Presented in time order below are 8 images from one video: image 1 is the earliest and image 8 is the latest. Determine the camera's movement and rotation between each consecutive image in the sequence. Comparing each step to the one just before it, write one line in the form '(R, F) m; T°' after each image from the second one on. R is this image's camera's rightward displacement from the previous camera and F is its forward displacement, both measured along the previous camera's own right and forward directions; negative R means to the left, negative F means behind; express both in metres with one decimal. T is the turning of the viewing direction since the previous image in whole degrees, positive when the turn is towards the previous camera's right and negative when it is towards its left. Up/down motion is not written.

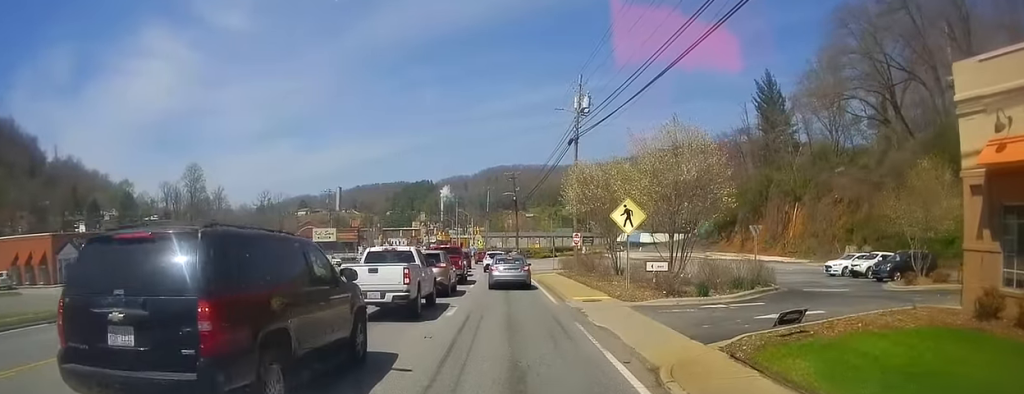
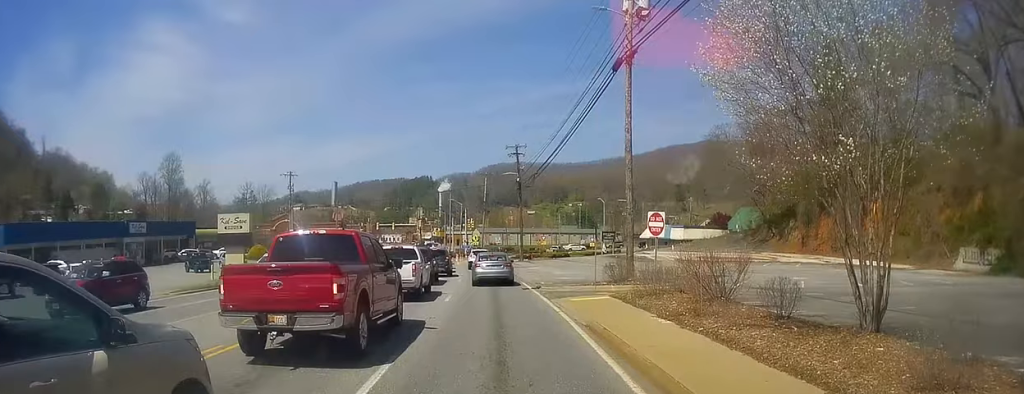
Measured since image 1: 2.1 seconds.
(-0.4, +21.2) m; -6°
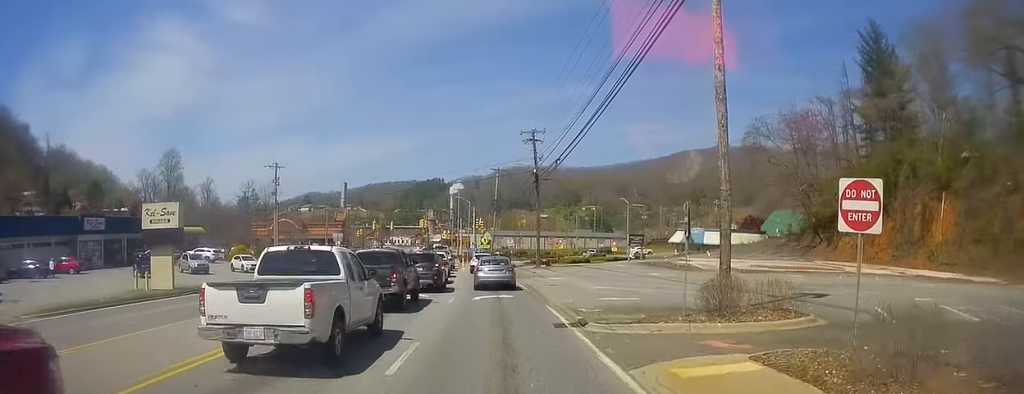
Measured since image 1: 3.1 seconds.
(0.0, +11.2) m; +3°
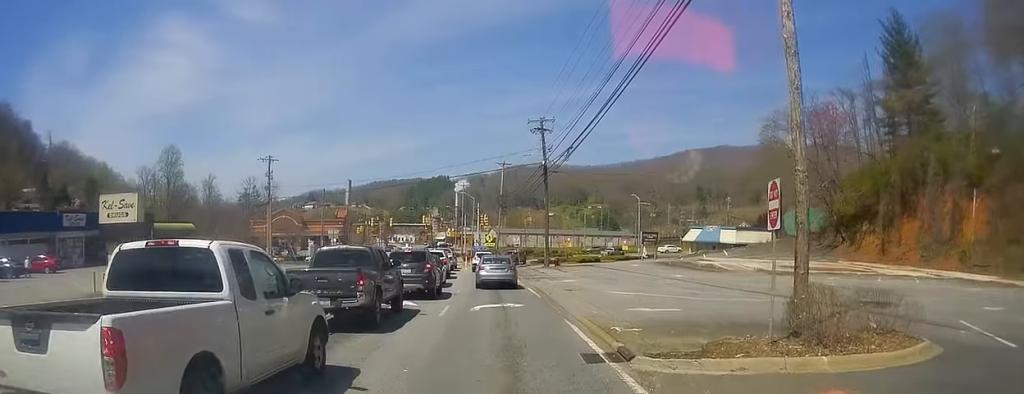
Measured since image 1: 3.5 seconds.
(+0.4, +4.5) m; 0°
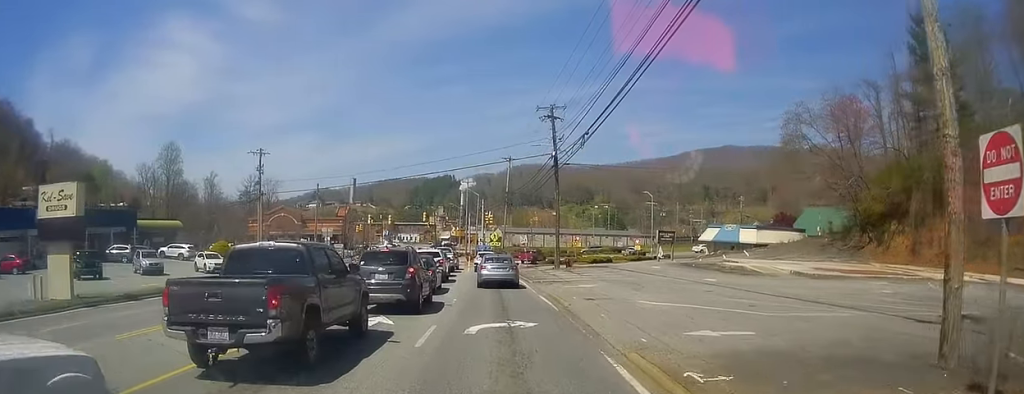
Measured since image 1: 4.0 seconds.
(+0.3, +5.0) m; 0°
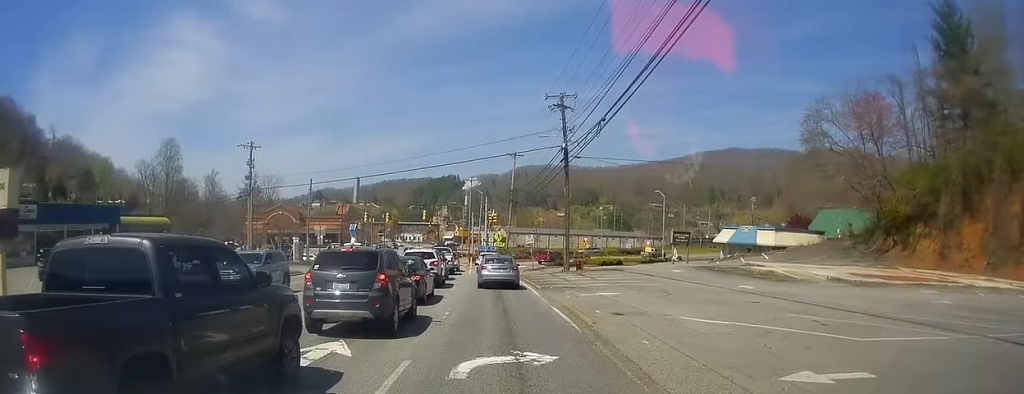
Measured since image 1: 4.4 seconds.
(-0.4, +4.3) m; -2°
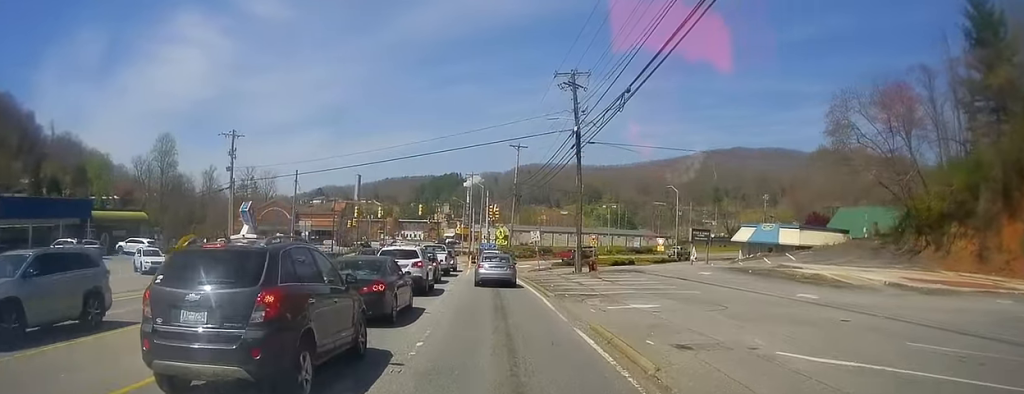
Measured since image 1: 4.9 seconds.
(-0.4, +5.8) m; -2°
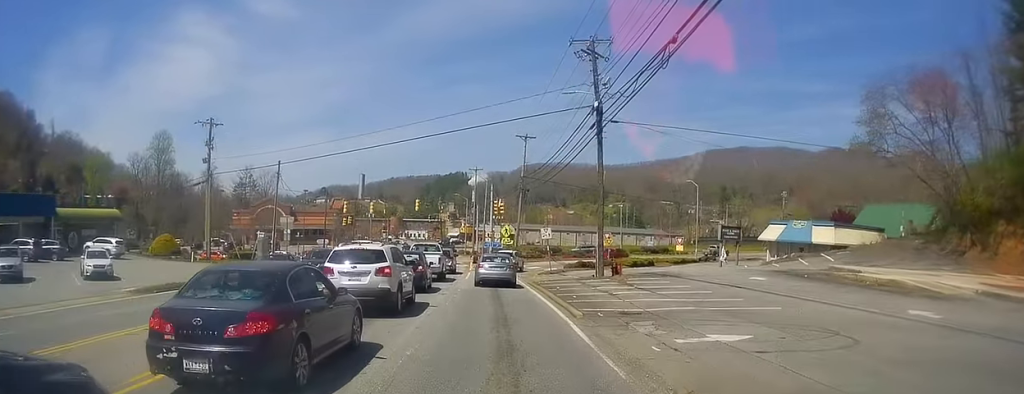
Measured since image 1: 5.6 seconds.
(+0.2, +6.6) m; +1°
